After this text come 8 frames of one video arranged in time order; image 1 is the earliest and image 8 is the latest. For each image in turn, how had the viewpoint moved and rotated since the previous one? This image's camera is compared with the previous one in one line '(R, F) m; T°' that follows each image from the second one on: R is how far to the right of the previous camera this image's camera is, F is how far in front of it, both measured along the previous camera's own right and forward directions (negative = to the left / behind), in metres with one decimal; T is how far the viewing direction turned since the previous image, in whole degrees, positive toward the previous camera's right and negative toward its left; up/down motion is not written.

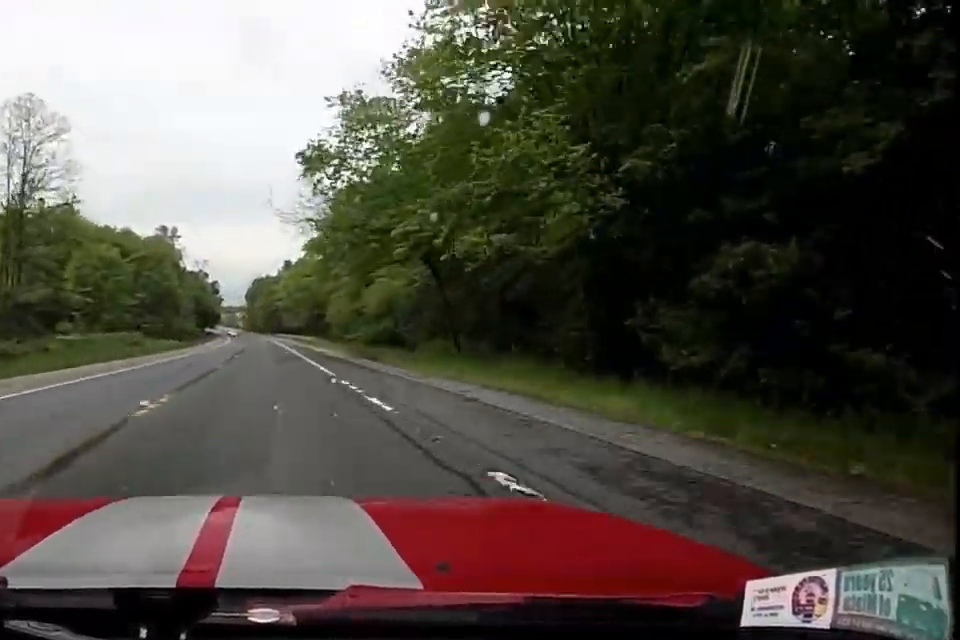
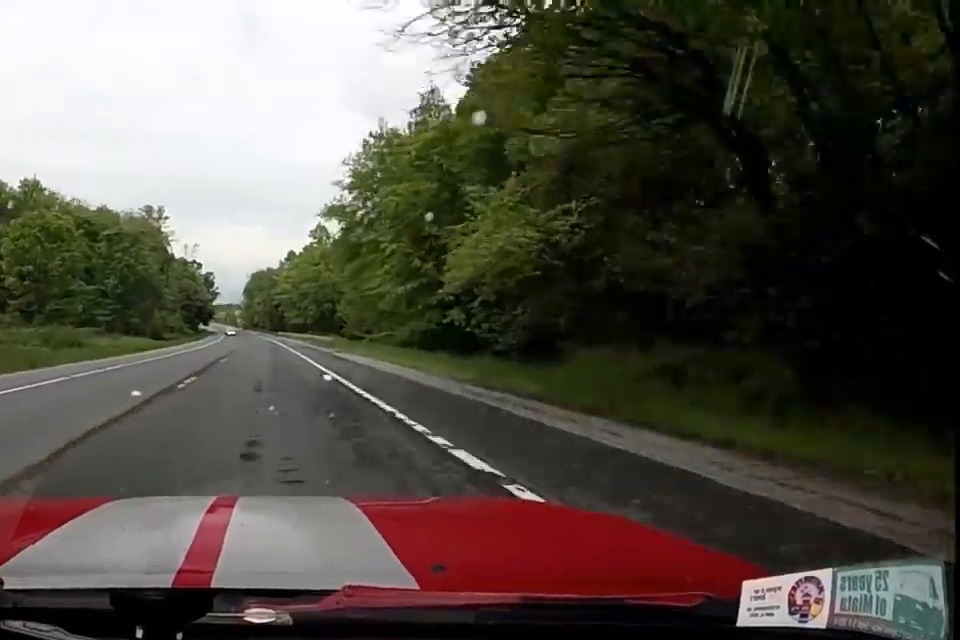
(-0.8, +18.9) m; -2°
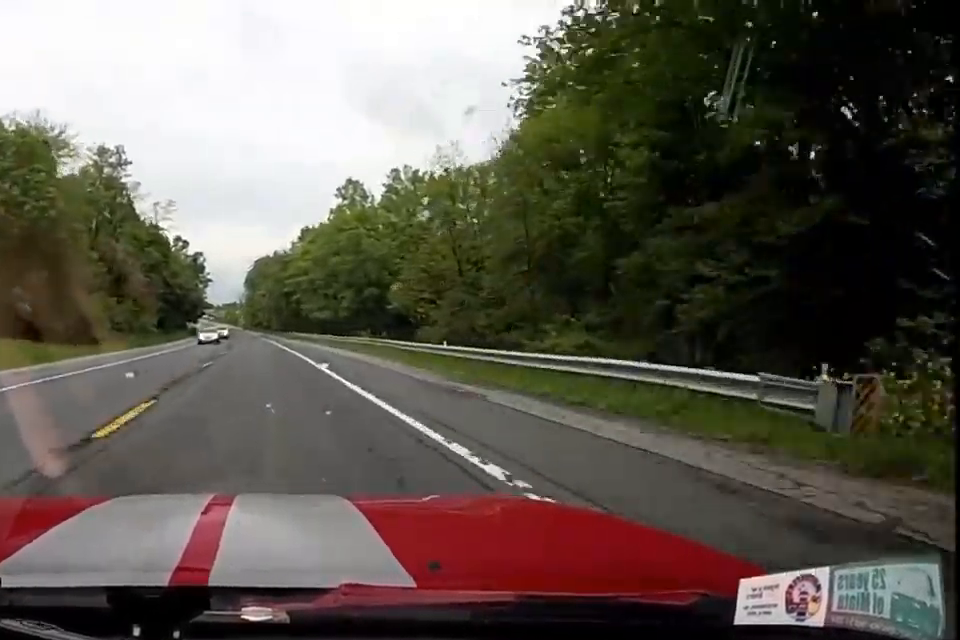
(+0.3, +38.5) m; 0°
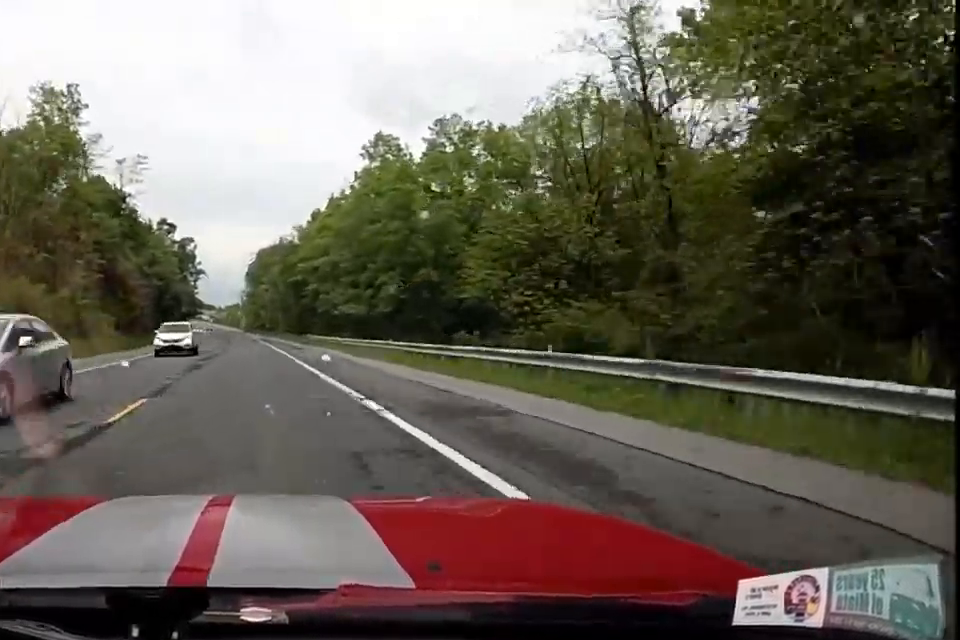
(0.0, +21.2) m; 0°
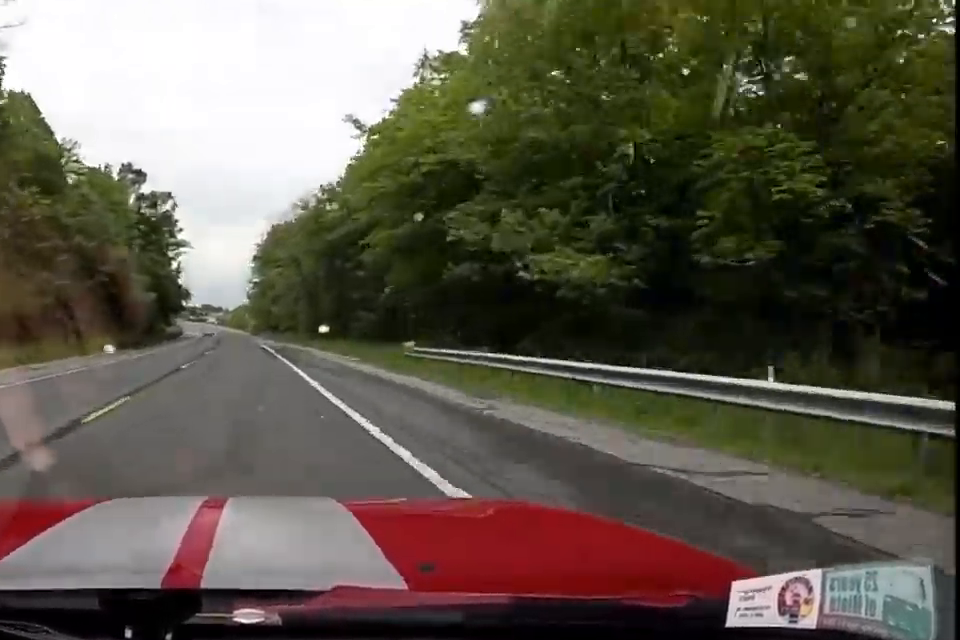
(0.0, +33.5) m; 0°
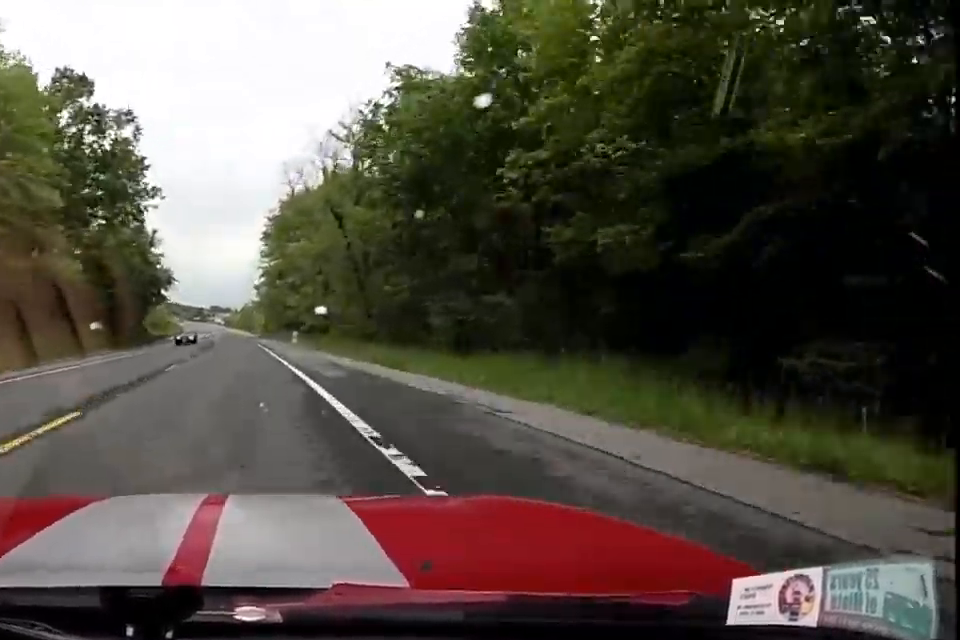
(0.0, +26.4) m; -1°
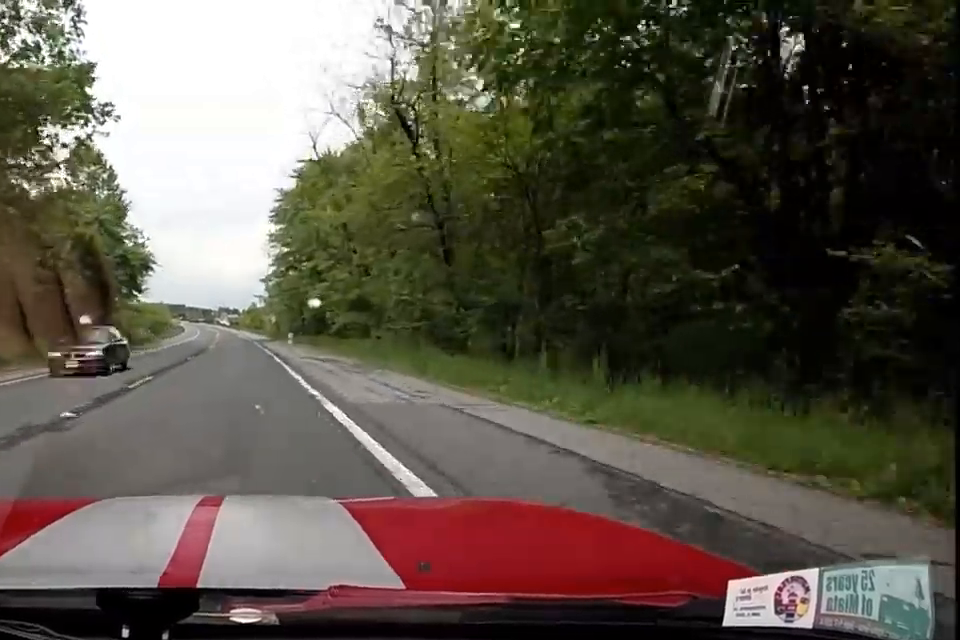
(-0.3, +17.3) m; -1°
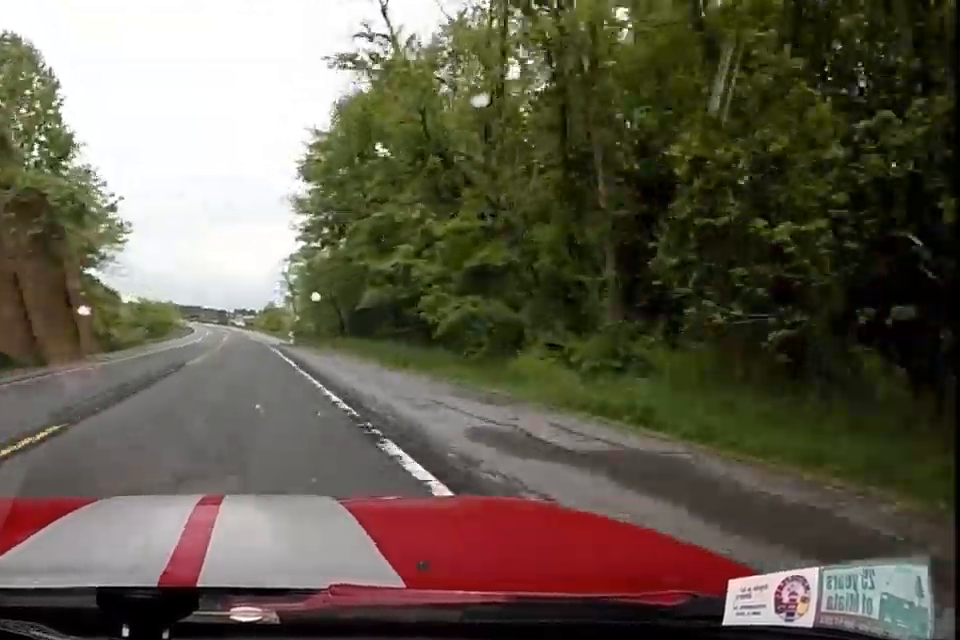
(-0.3, +20.9) m; -1°
